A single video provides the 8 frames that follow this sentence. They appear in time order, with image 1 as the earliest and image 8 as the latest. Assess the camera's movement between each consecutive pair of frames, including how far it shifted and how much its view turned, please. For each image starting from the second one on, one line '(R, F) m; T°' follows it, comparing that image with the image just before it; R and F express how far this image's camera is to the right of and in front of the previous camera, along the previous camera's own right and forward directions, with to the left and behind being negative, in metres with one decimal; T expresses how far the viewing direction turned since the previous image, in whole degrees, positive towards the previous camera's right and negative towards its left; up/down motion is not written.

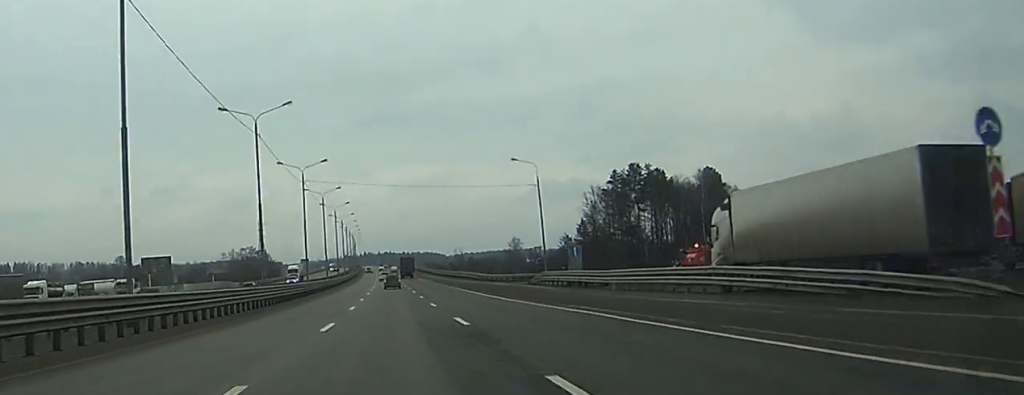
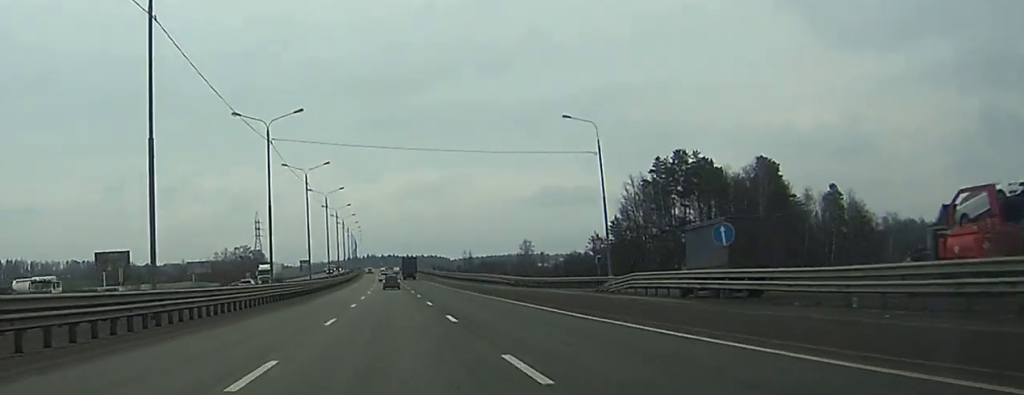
(-0.1, +28.9) m; 0°
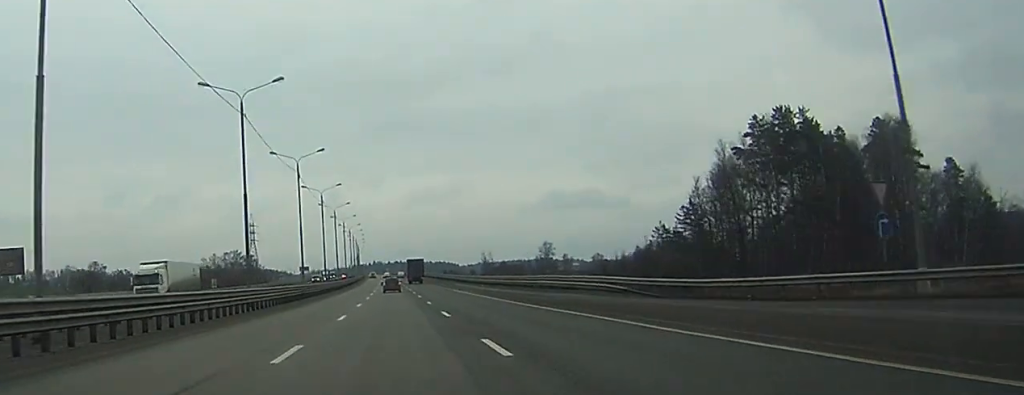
(-0.1, +43.0) m; 0°
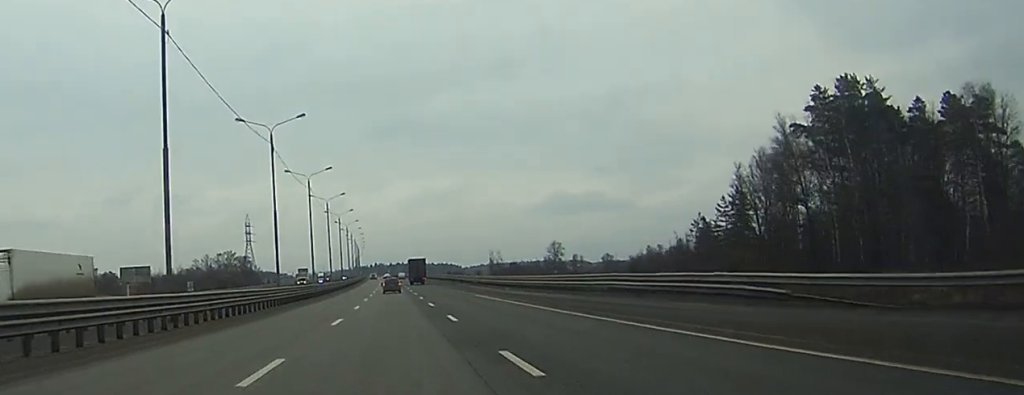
(0.0, +19.3) m; 0°
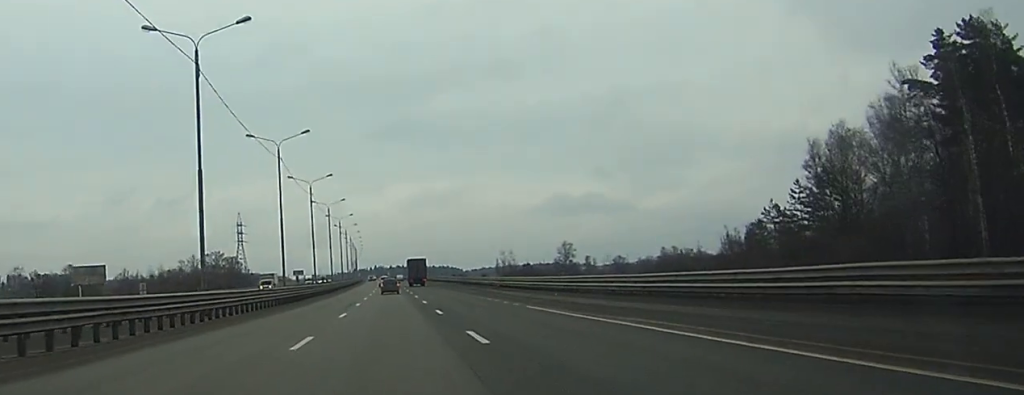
(-0.2, +25.2) m; 0°
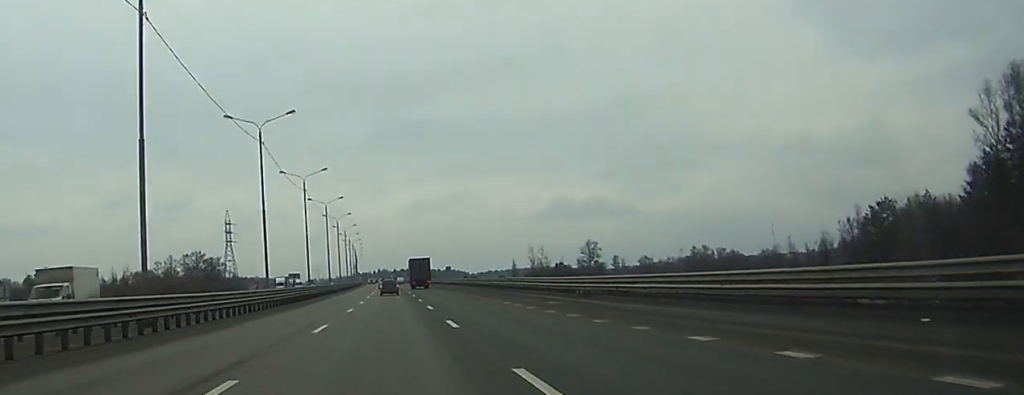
(-0.2, +40.2) m; -1°
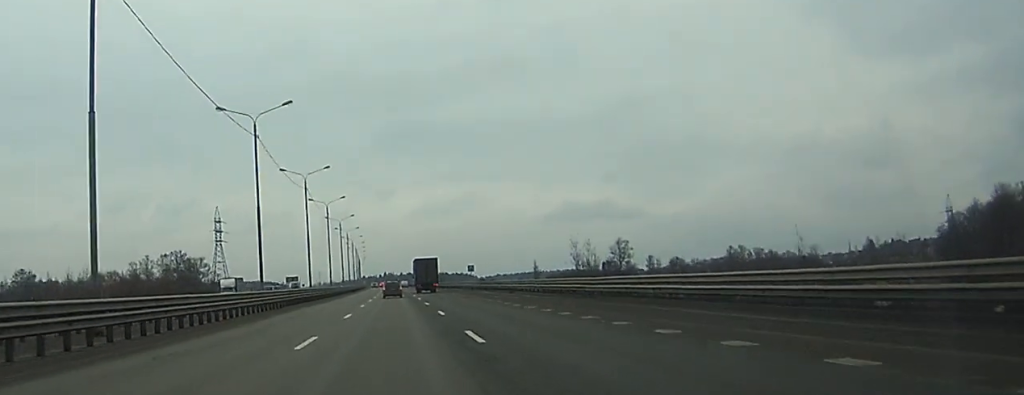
(-0.3, +37.2) m; 0°
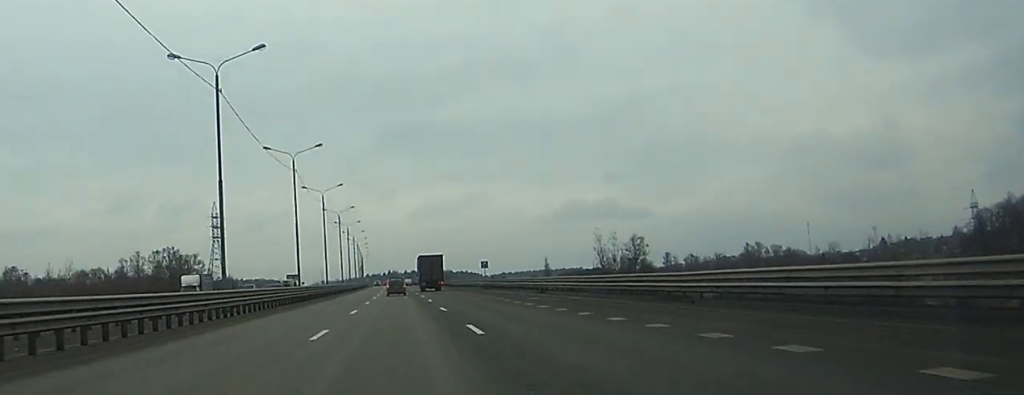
(0.0, +14.1) m; 0°
